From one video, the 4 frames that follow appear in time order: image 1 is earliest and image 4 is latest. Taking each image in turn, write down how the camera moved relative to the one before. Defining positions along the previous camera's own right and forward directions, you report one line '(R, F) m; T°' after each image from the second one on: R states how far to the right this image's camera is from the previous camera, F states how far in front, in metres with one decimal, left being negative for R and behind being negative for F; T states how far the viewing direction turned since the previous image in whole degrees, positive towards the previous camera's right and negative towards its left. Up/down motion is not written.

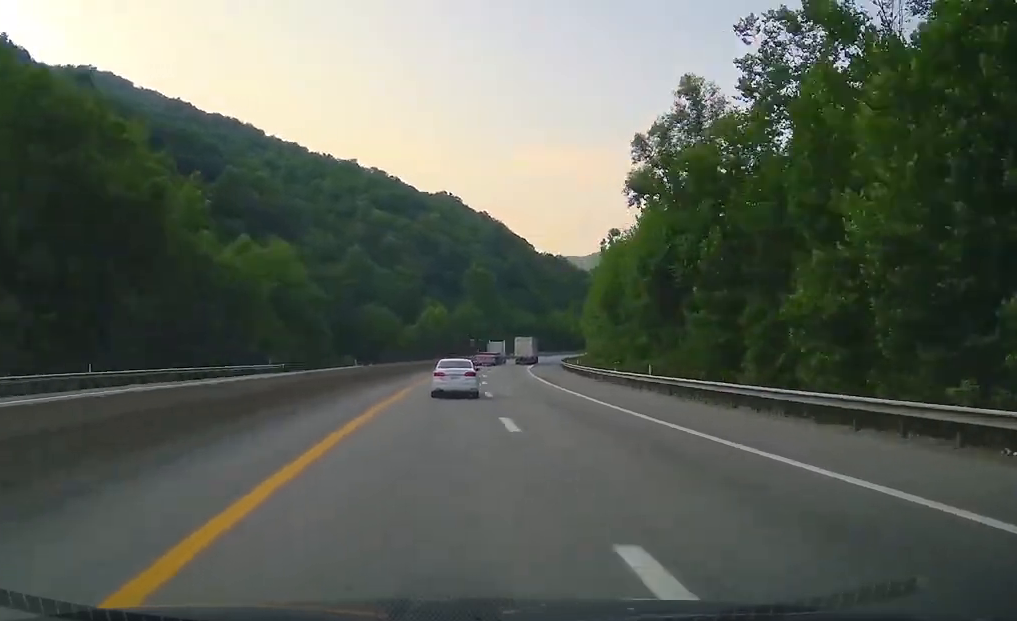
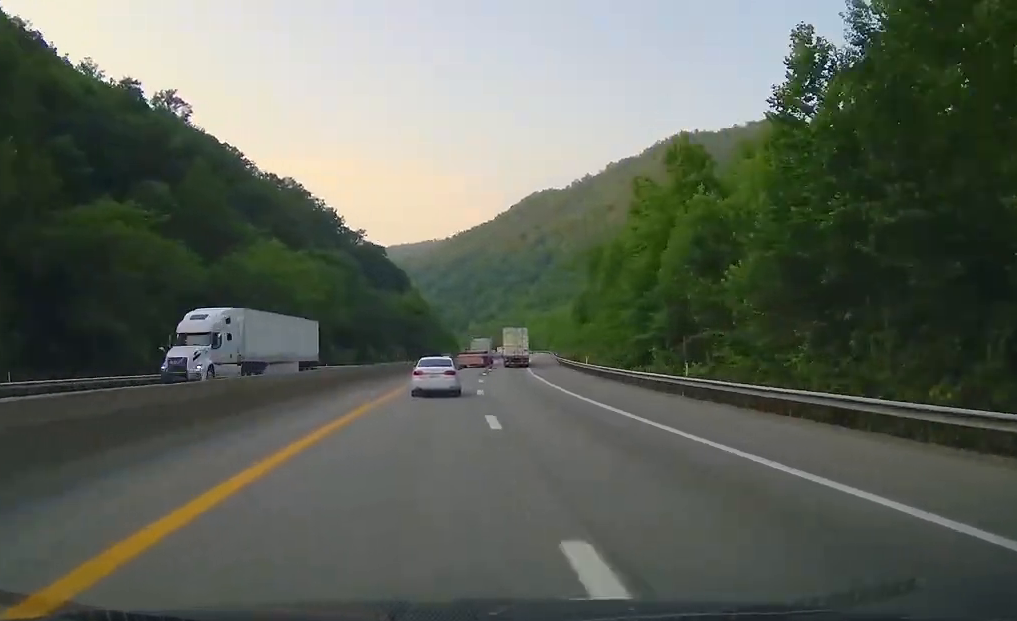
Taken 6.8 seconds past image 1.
(+35.4, +197.0) m; +19°
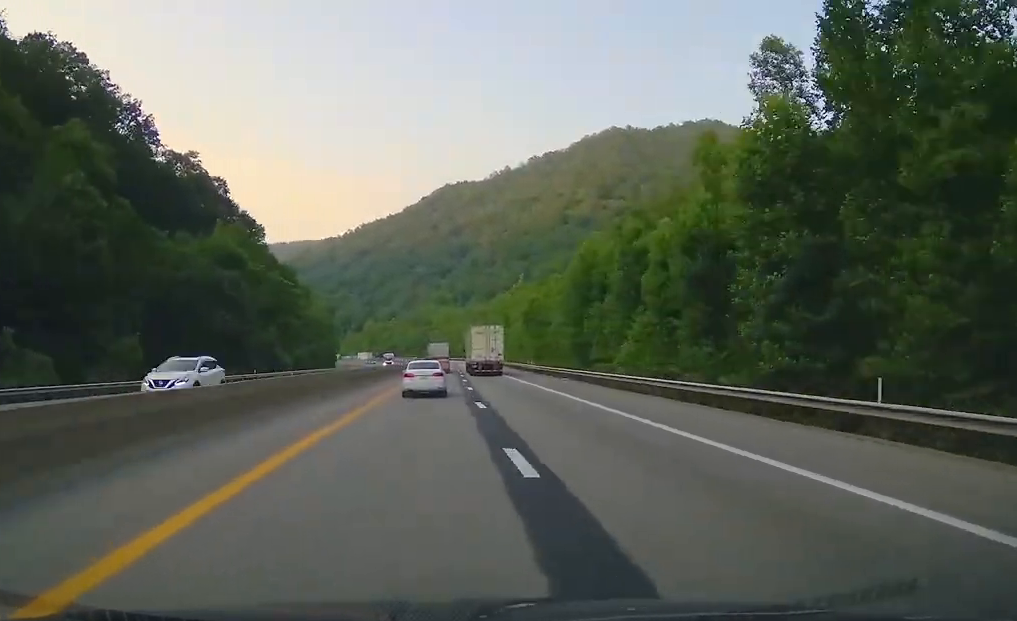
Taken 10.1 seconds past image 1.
(+6.8, +127.4) m; +4°
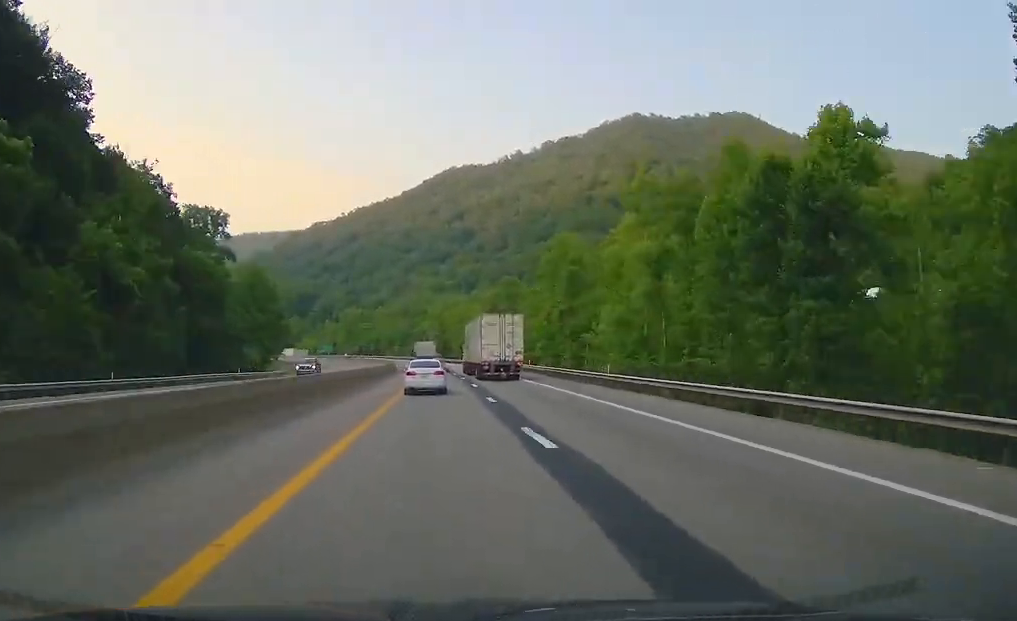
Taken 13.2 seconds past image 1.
(+4.2, +100.1) m; -1°
